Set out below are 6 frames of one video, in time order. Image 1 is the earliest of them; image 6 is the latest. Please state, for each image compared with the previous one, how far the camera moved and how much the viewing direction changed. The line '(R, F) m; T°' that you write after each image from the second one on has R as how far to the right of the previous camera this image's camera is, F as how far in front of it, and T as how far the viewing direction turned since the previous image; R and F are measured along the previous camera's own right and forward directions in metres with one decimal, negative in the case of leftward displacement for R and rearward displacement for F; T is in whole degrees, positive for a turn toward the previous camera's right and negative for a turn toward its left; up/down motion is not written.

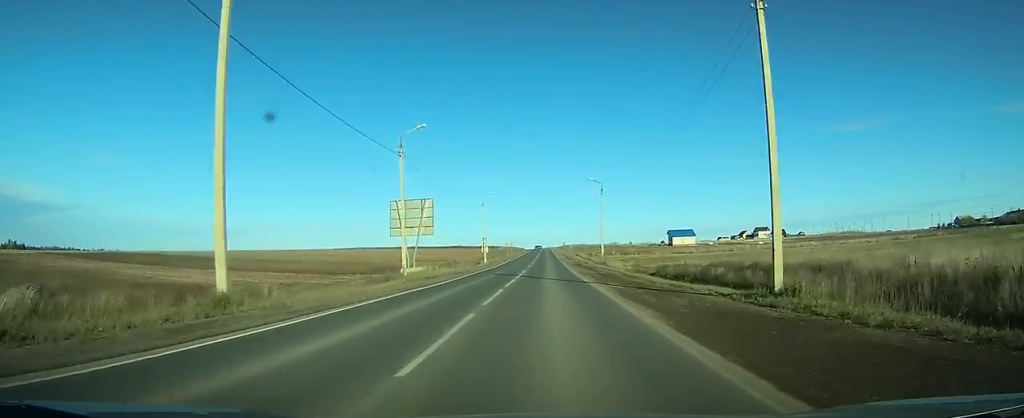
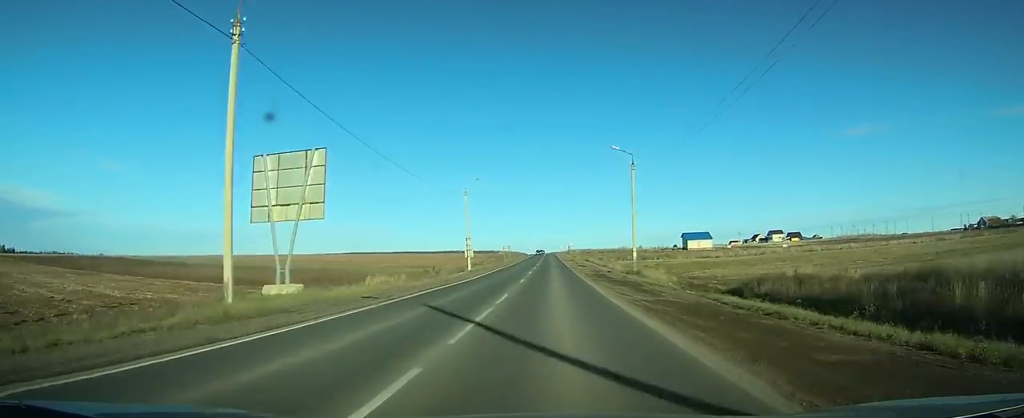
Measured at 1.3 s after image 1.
(0.0, +22.0) m; 0°
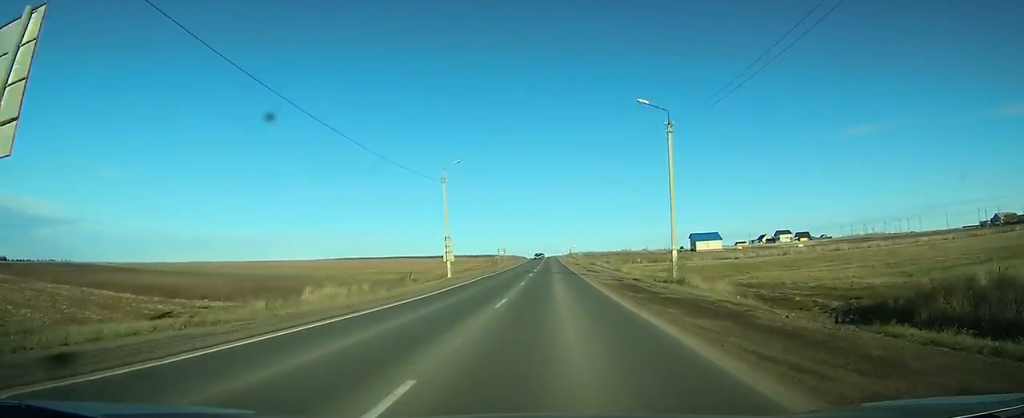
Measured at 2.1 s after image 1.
(0.0, +13.9) m; 0°
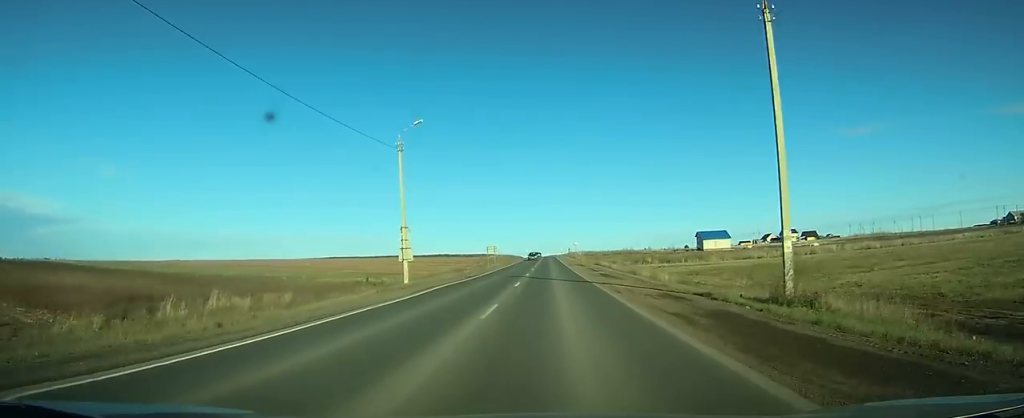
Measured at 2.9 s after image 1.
(0.0, +15.1) m; 0°
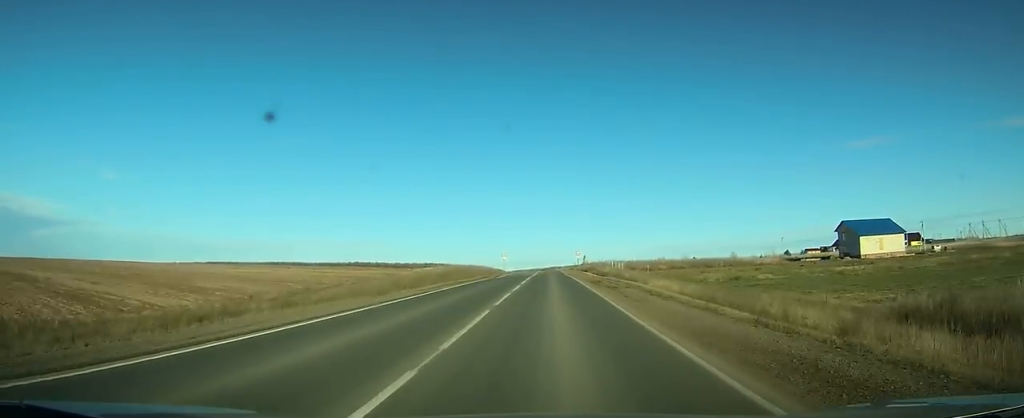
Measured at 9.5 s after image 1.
(+1.1, +117.0) m; +1°
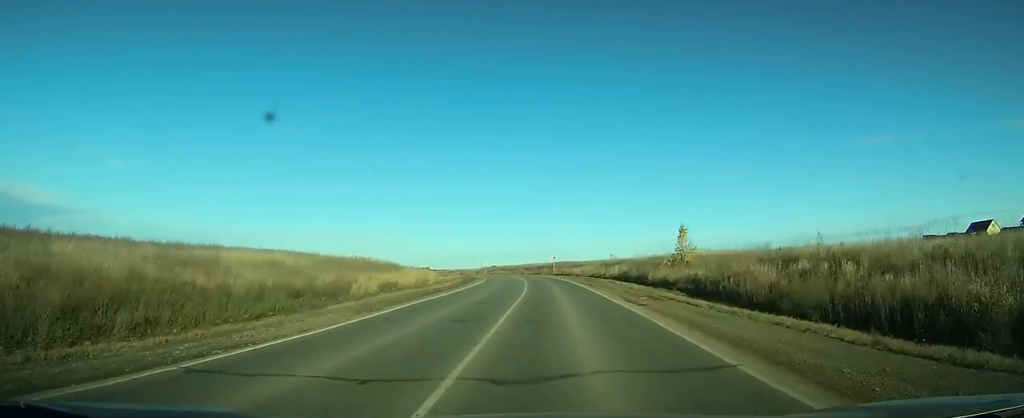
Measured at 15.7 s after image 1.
(-0.9, +118.4) m; -1°
